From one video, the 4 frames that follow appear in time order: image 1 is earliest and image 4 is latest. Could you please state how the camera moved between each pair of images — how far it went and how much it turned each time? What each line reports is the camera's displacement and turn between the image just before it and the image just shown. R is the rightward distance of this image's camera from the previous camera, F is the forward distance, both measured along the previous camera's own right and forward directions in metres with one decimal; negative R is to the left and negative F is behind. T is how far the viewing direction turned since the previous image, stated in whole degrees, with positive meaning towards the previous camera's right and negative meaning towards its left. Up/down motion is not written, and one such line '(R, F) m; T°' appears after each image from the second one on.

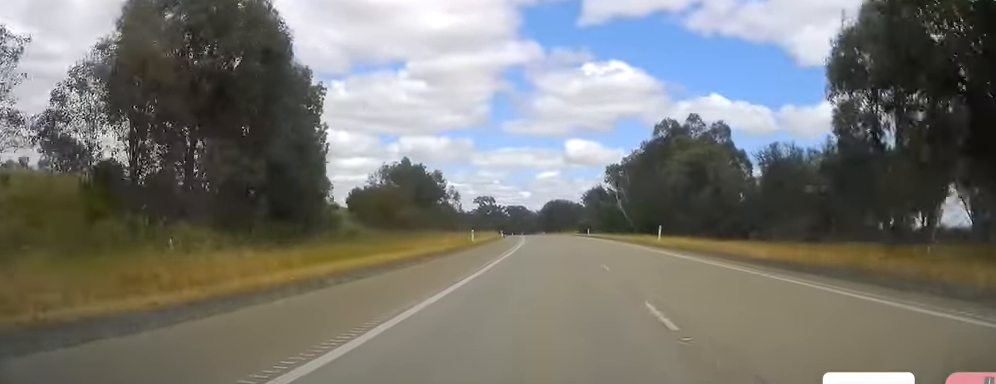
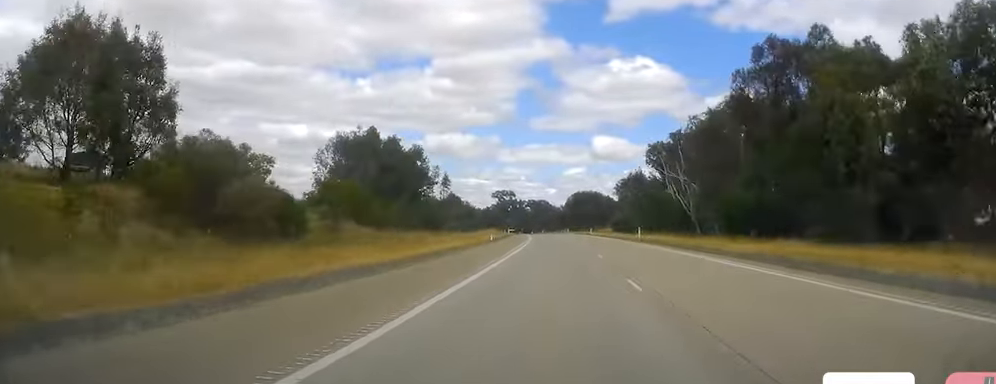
(-0.7, +43.8) m; -3°
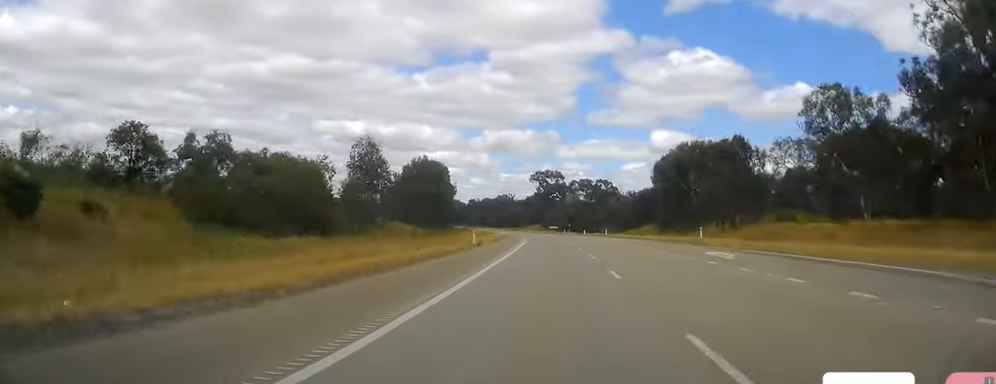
(-4.8, +129.4) m; -4°
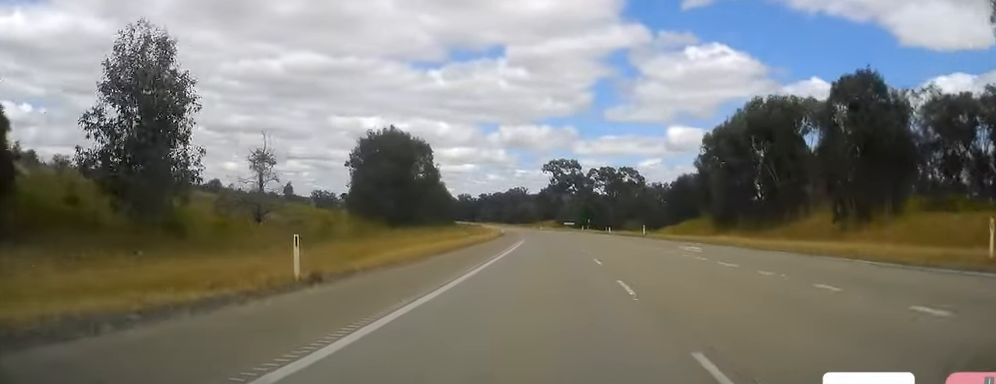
(0.0, +34.4) m; -1°
